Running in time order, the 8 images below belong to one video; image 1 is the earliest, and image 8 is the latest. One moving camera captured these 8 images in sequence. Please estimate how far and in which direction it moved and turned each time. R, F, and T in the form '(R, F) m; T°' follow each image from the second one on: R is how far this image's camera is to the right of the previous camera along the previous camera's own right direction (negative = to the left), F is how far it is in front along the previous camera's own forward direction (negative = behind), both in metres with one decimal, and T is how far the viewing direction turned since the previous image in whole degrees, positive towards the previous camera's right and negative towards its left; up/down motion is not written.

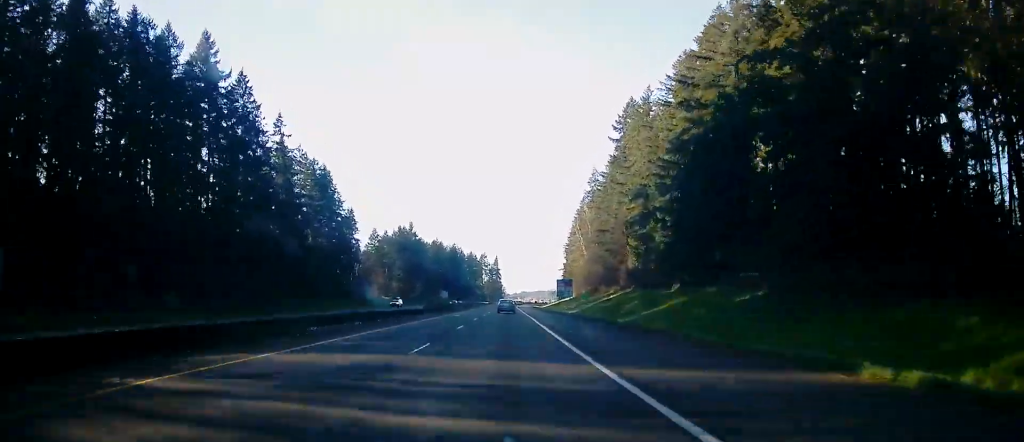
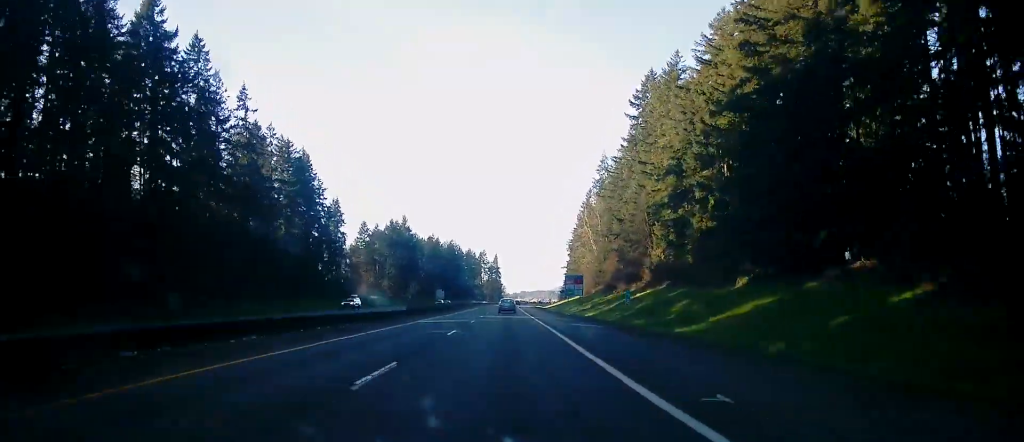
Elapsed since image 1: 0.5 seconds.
(-0.2, +17.7) m; 0°
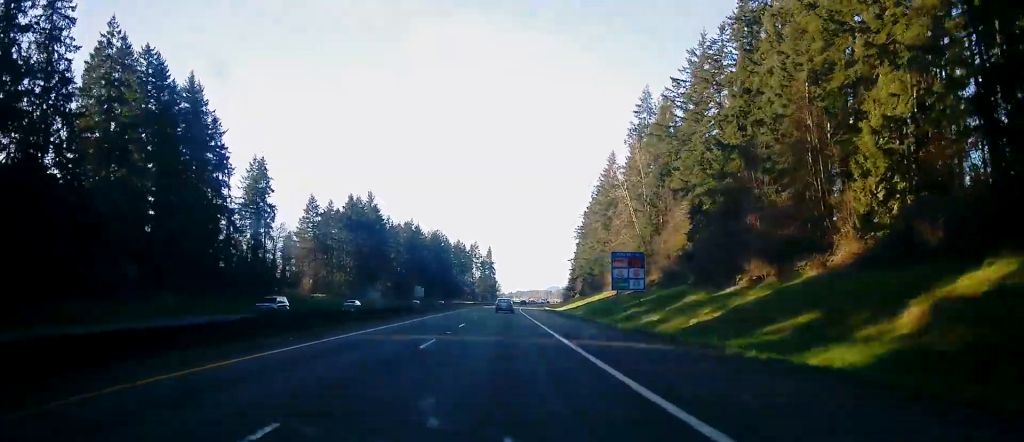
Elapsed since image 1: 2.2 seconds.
(+0.6, +56.2) m; +1°
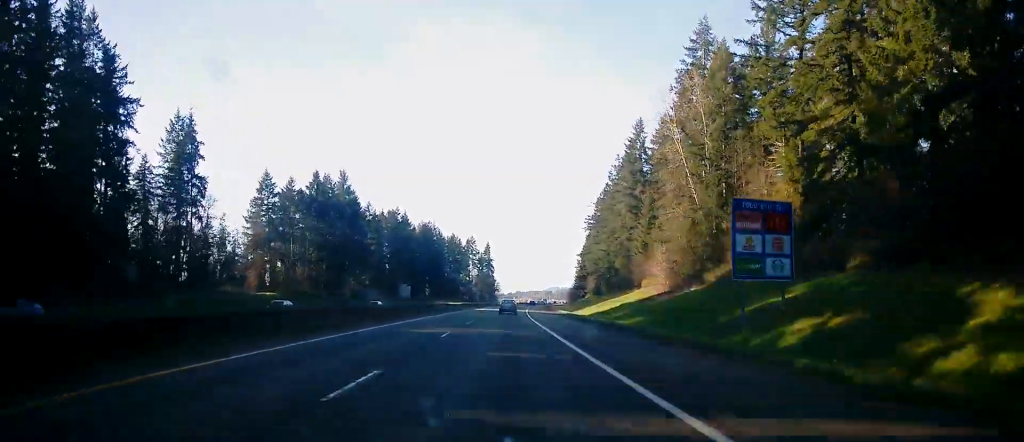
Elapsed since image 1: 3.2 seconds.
(+0.2, +32.8) m; 0°
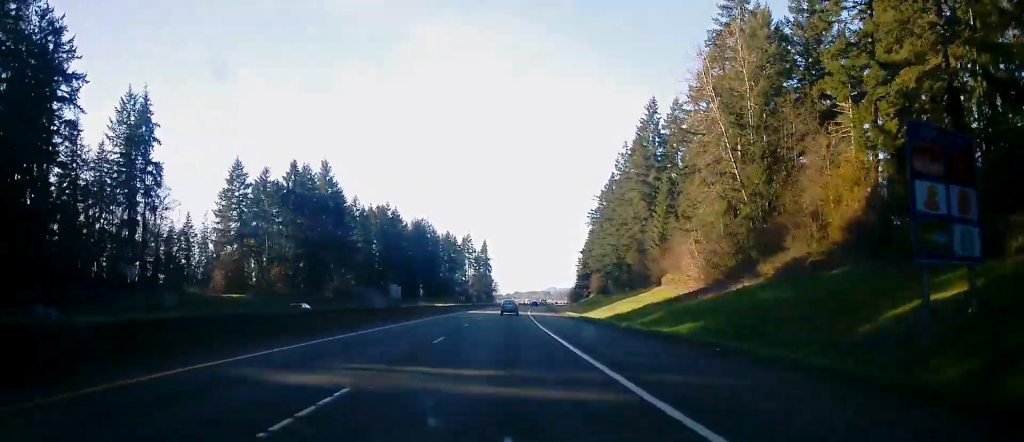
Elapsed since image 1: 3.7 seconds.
(0.0, +14.2) m; 0°
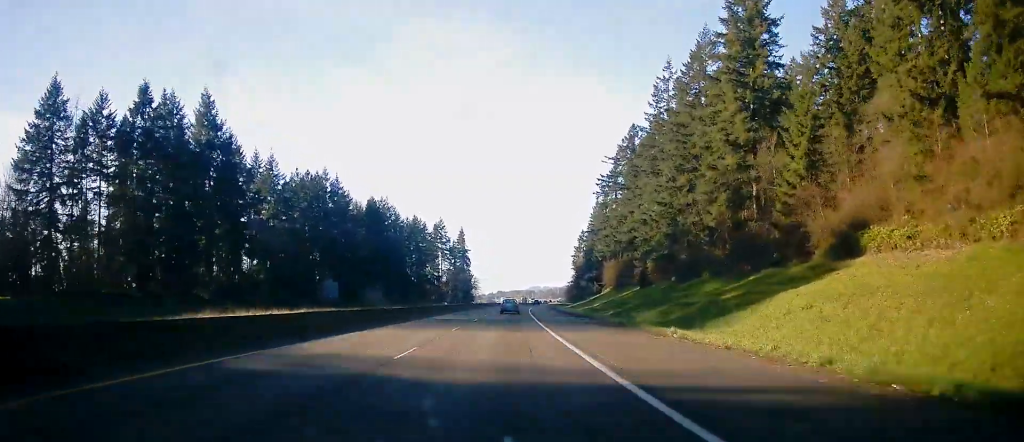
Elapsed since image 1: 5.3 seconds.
(+0.3, +54.2) m; +1°
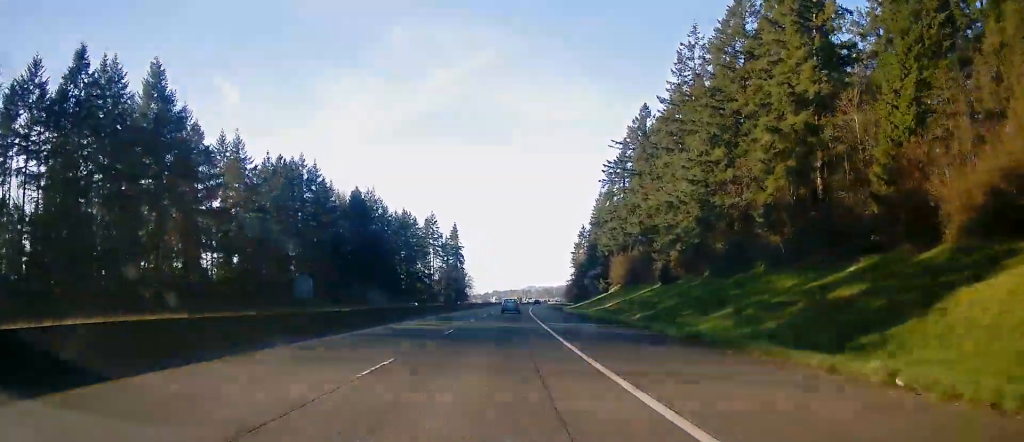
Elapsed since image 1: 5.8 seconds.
(+0.1, +15.1) m; 0°
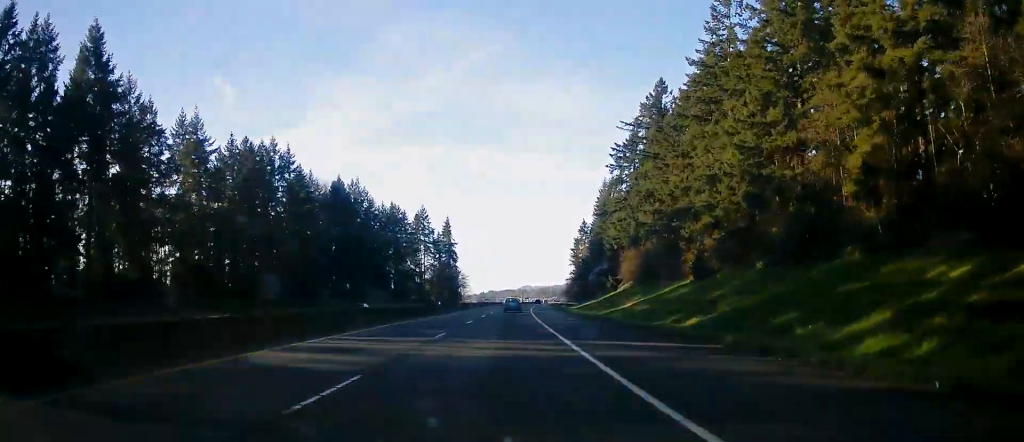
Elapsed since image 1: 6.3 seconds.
(0.0, +15.2) m; 0°
